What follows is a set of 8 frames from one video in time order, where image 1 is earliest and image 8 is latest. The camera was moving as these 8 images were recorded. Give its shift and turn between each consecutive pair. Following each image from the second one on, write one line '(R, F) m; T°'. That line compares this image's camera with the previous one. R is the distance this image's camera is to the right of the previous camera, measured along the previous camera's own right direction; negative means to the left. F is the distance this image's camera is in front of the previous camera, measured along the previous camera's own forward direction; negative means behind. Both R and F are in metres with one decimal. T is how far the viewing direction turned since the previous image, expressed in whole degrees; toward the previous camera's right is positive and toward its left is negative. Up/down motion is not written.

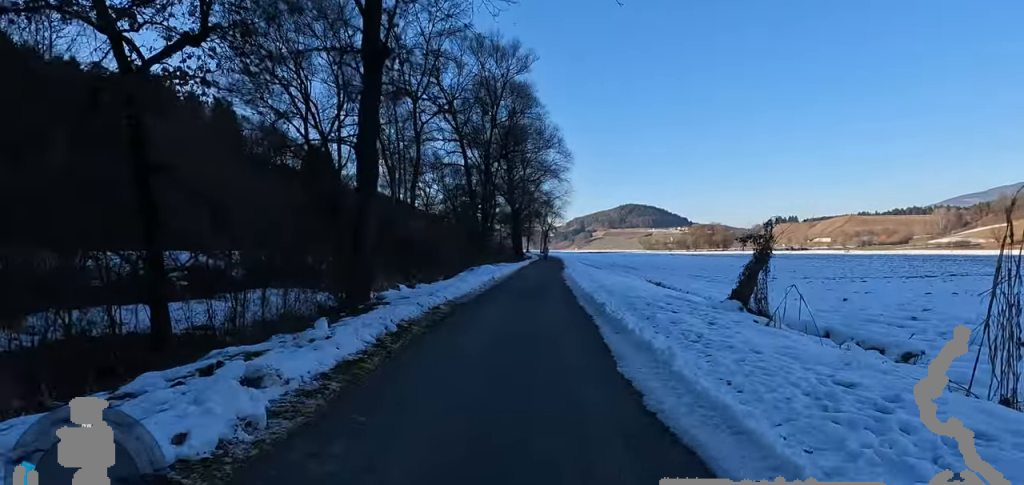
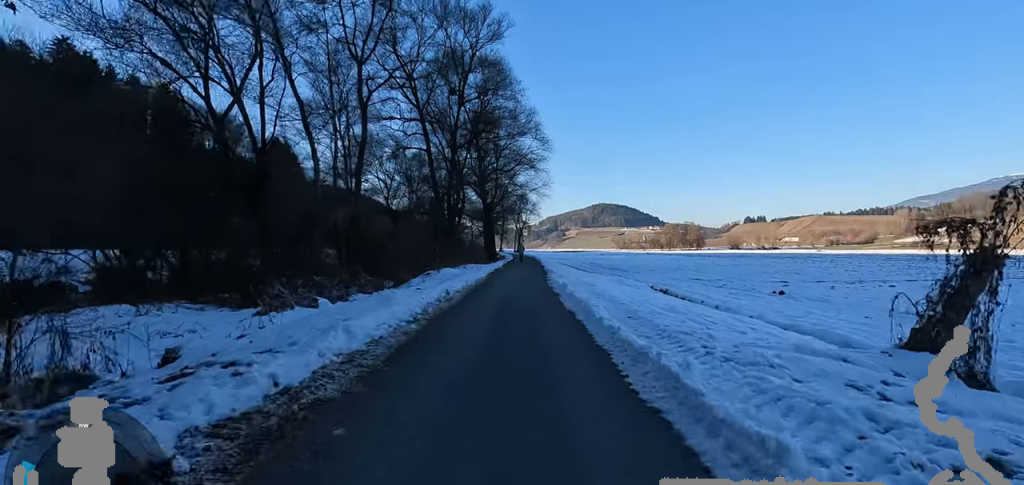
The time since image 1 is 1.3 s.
(+0.4, +7.5) m; +9°
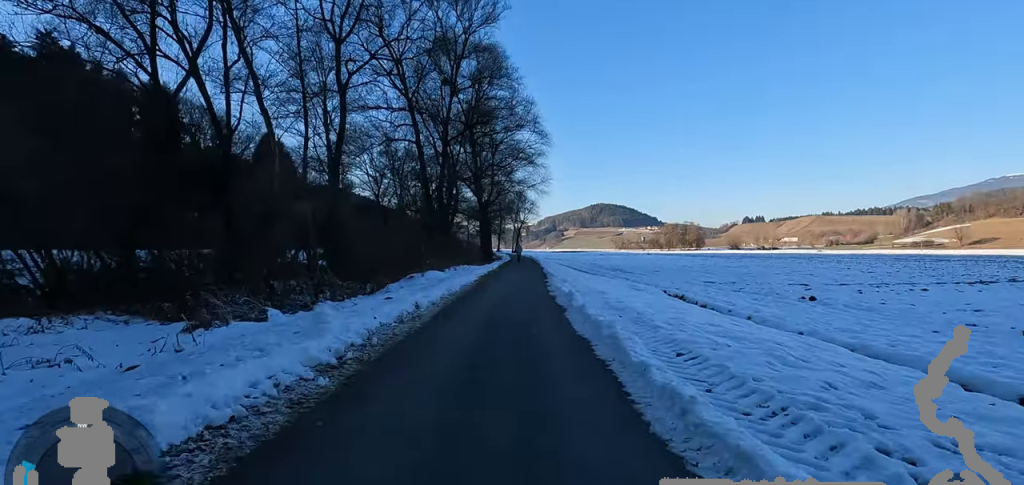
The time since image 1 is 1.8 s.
(+0.5, +3.4) m; 0°
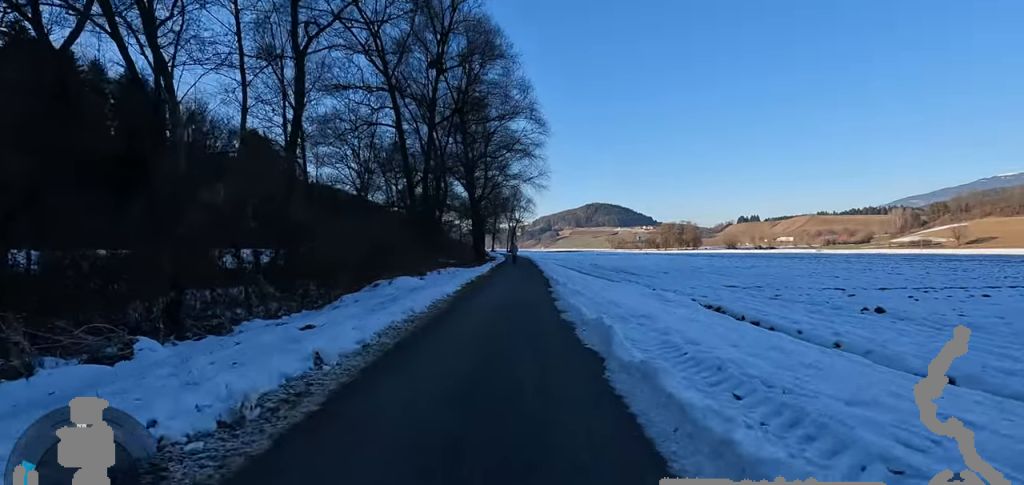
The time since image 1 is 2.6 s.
(-0.4, +4.9) m; +5°
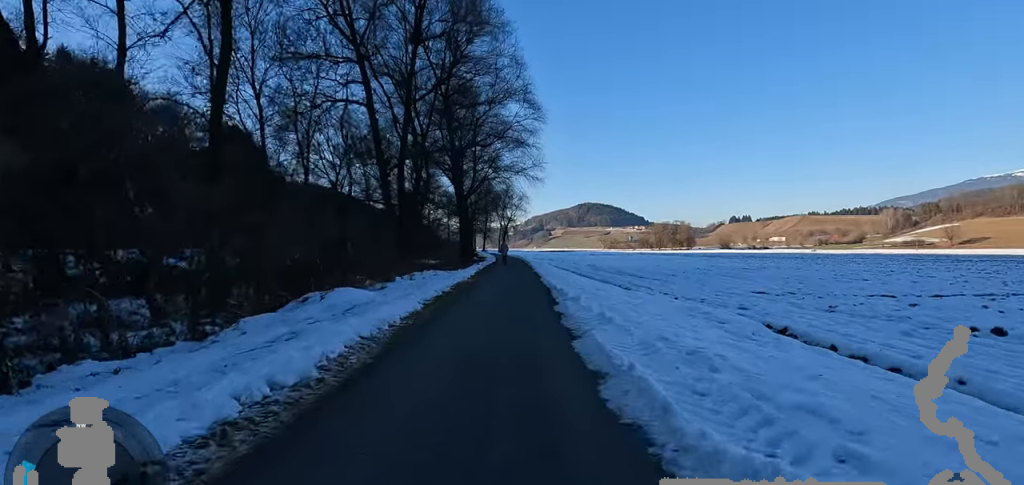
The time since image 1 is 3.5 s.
(+0.5, +5.1) m; +3°
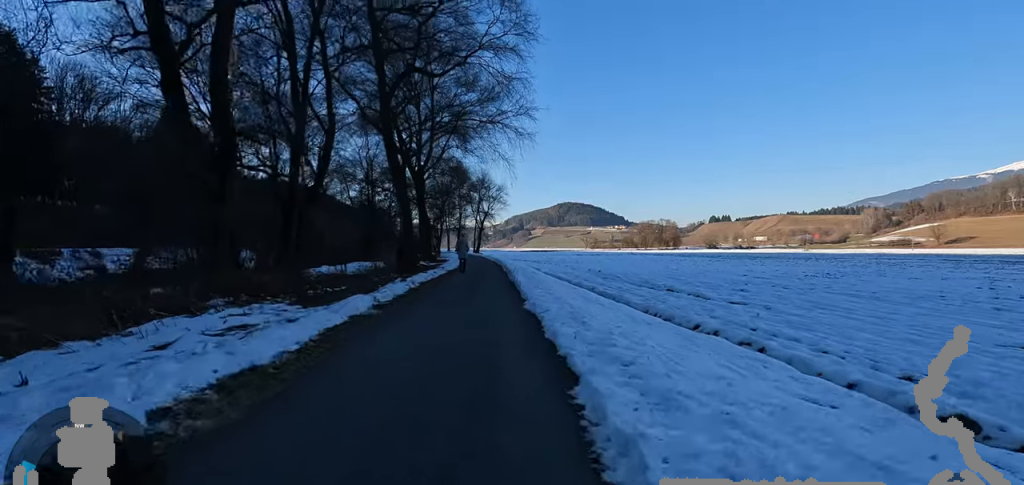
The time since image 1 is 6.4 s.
(-2.0, +17.2) m; -6°
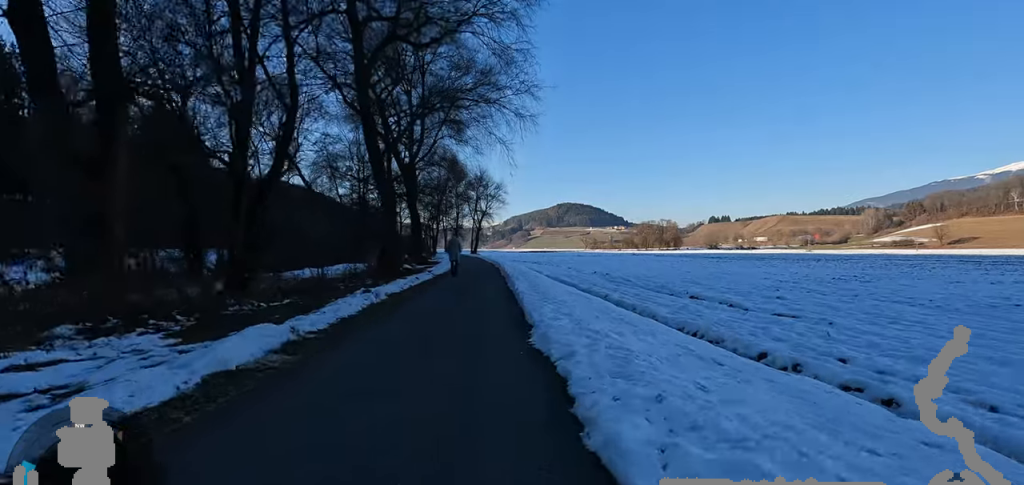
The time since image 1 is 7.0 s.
(-0.1, +4.0) m; +3°
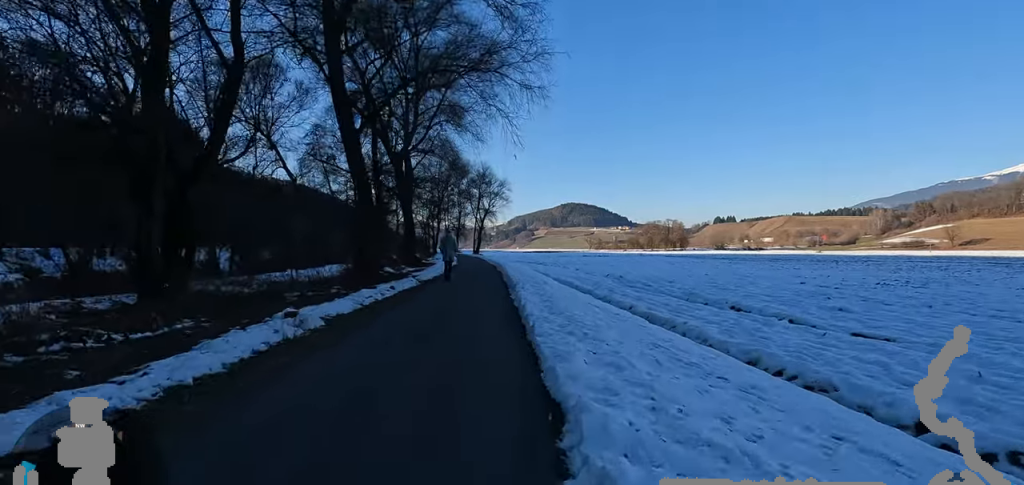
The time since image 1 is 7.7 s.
(+0.3, +4.4) m; +2°
